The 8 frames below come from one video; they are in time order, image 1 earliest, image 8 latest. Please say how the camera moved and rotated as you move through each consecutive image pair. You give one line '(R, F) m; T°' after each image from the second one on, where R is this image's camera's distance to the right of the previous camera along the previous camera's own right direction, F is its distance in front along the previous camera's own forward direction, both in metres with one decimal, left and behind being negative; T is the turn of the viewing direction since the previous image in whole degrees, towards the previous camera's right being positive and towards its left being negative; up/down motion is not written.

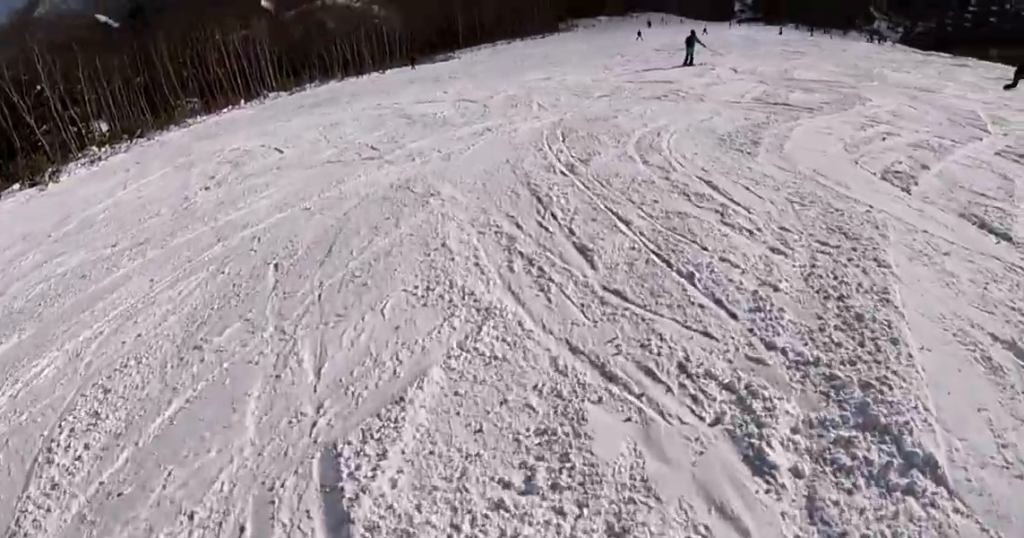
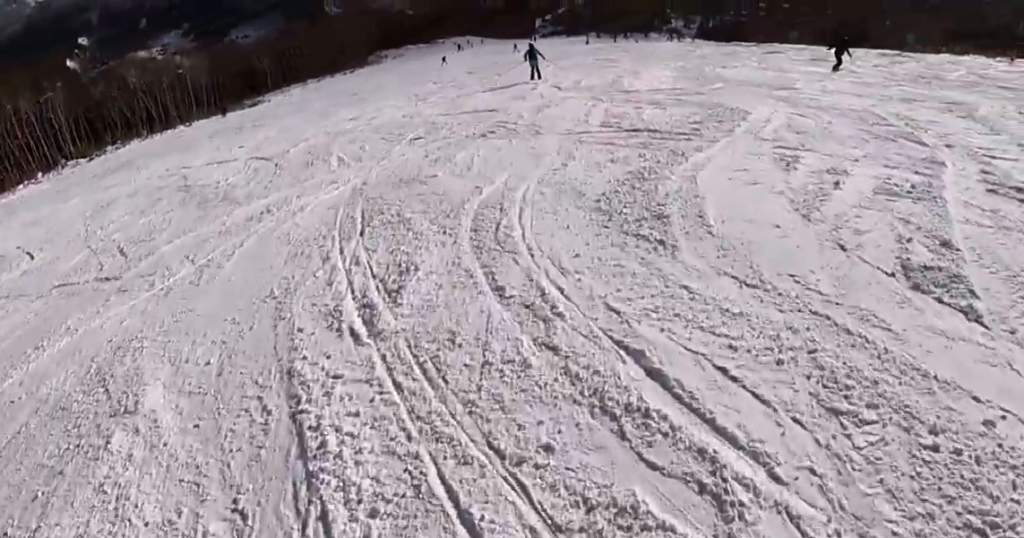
(+0.4, +2.7) m; +11°
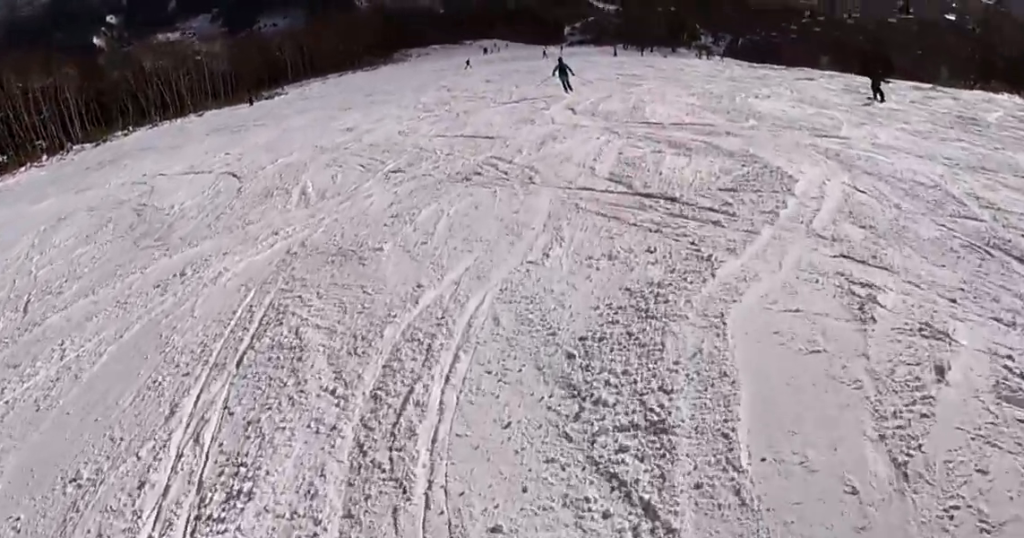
(+0.1, +2.3) m; -5°
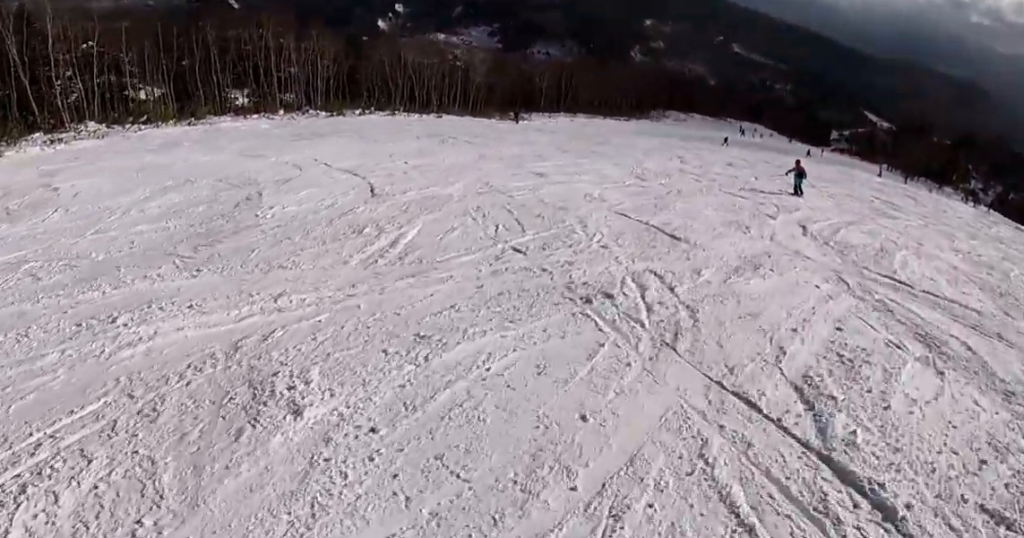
(+0.2, +3.4) m; -9°
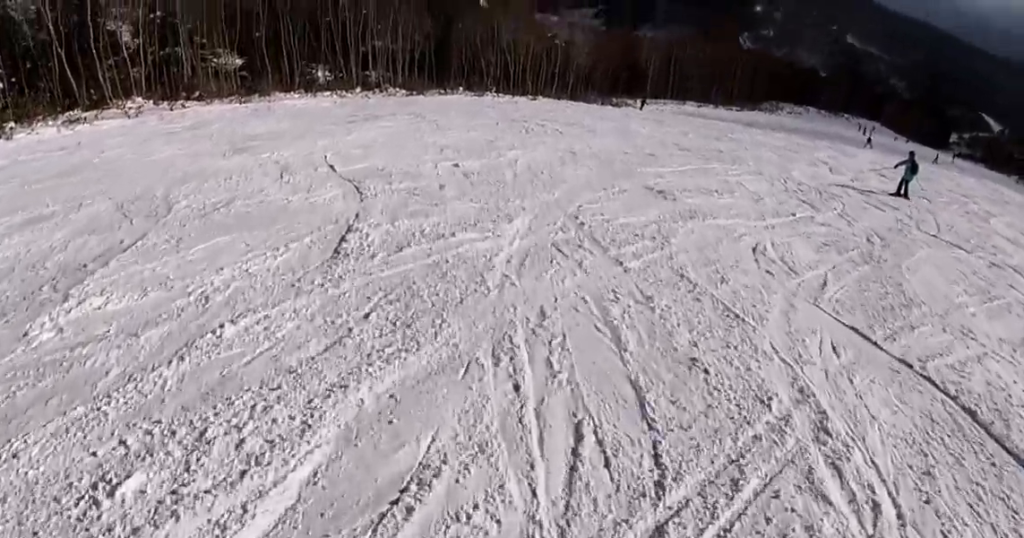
(-1.3, +6.2) m; -3°
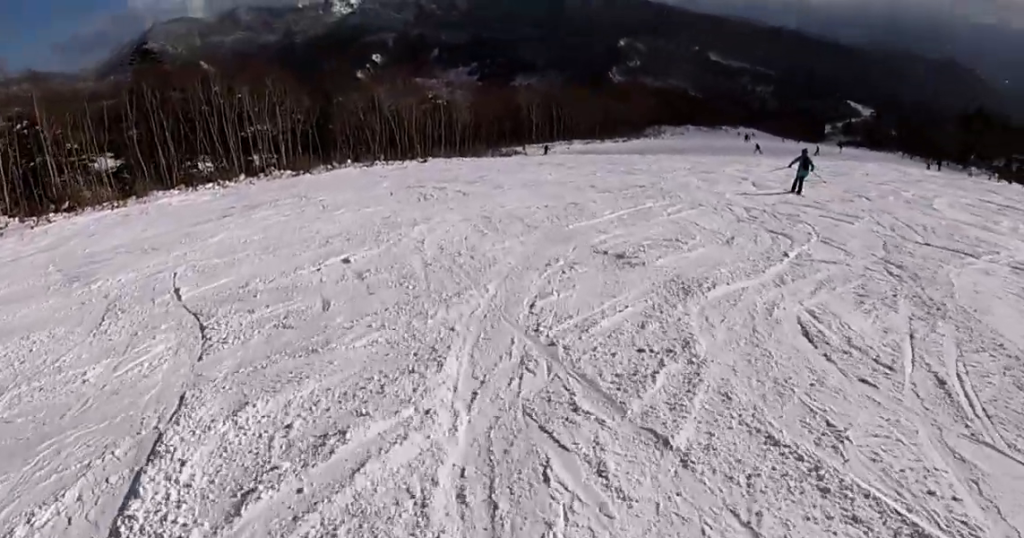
(0.0, +2.8) m; +8°
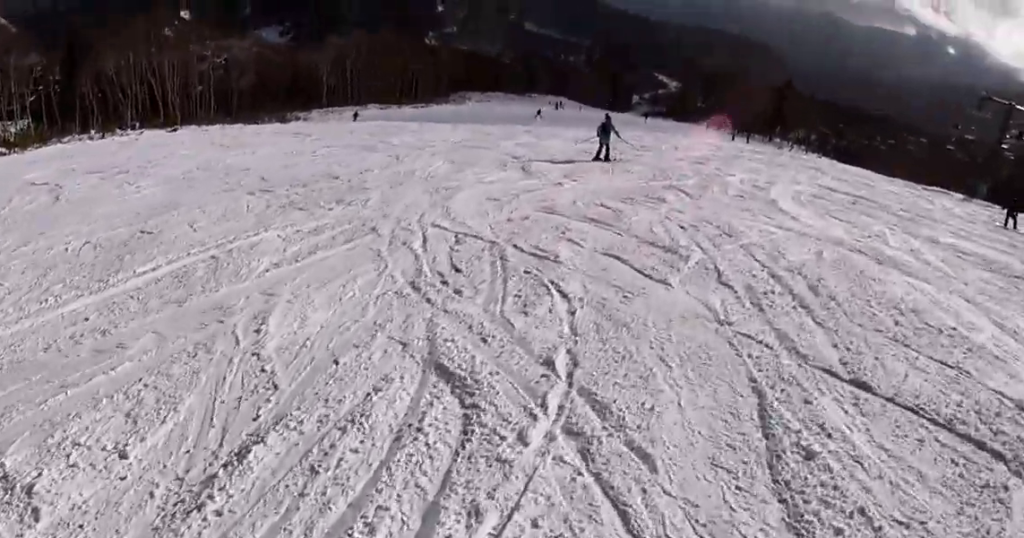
(+2.5, +7.9) m; +23°
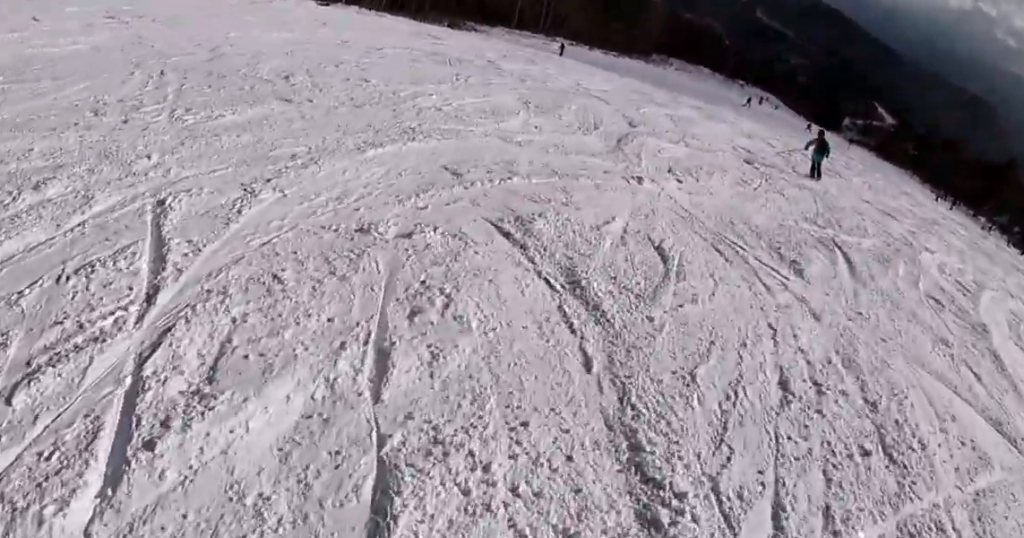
(0.0, +5.4) m; -14°
